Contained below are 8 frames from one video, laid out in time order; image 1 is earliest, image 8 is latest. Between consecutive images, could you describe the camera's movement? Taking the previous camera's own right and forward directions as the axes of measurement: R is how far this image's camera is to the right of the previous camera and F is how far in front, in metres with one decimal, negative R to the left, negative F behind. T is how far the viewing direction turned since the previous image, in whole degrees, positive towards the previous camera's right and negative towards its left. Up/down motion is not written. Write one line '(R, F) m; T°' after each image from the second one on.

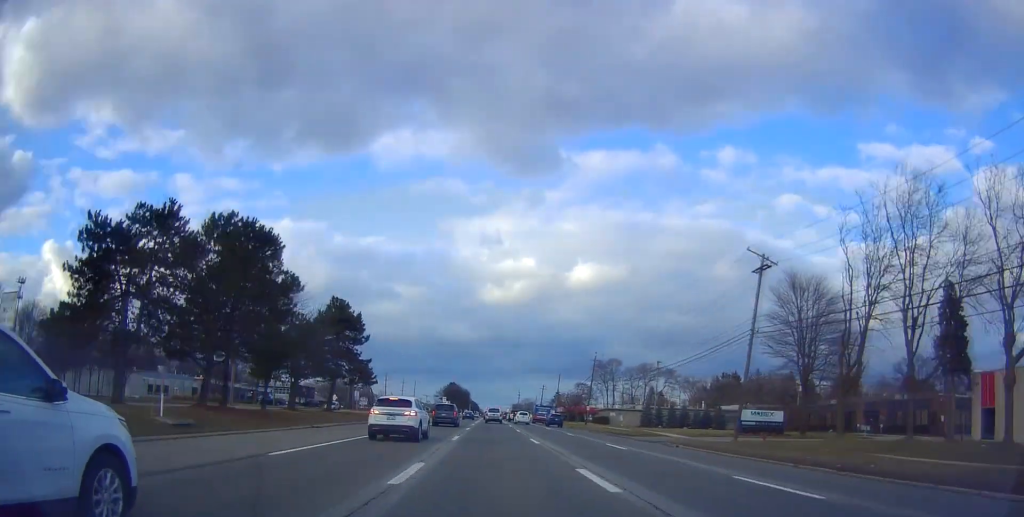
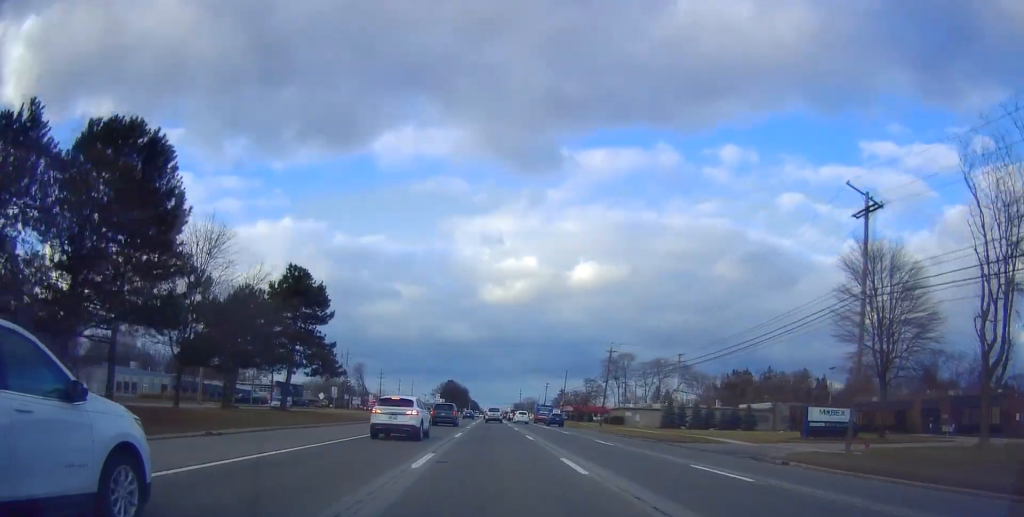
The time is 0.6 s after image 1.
(0.0, +12.8) m; -1°
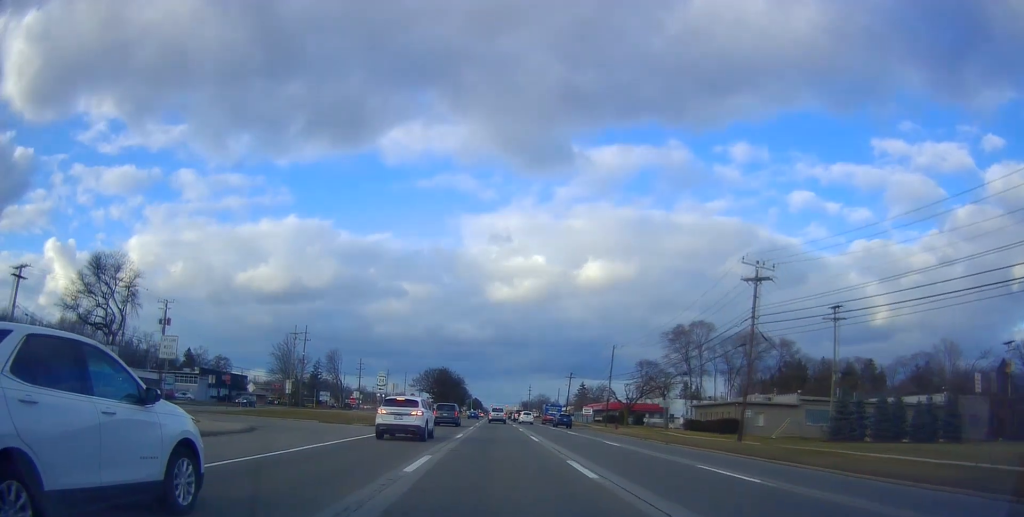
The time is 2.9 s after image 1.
(-0.3, +47.3) m; -2°
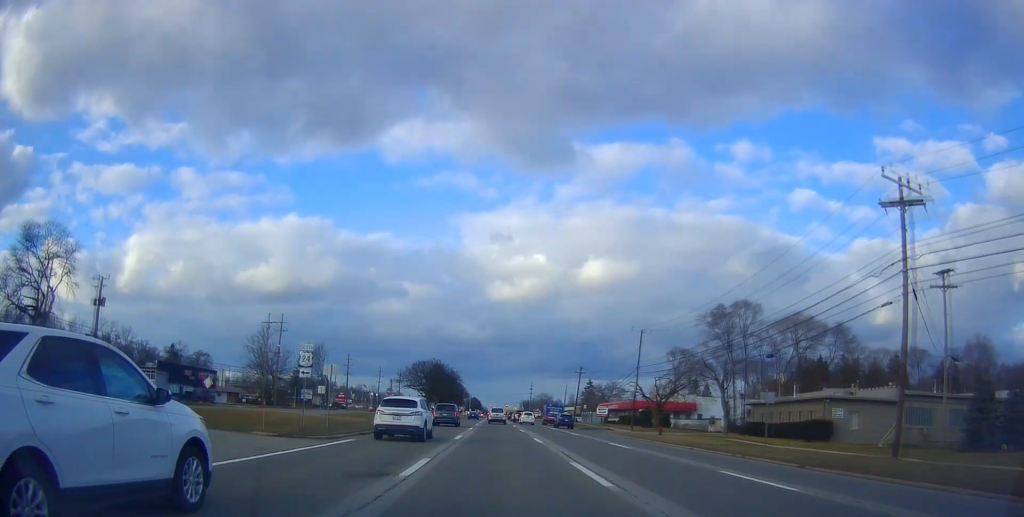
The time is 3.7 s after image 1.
(-0.5, +16.5) m; 0°
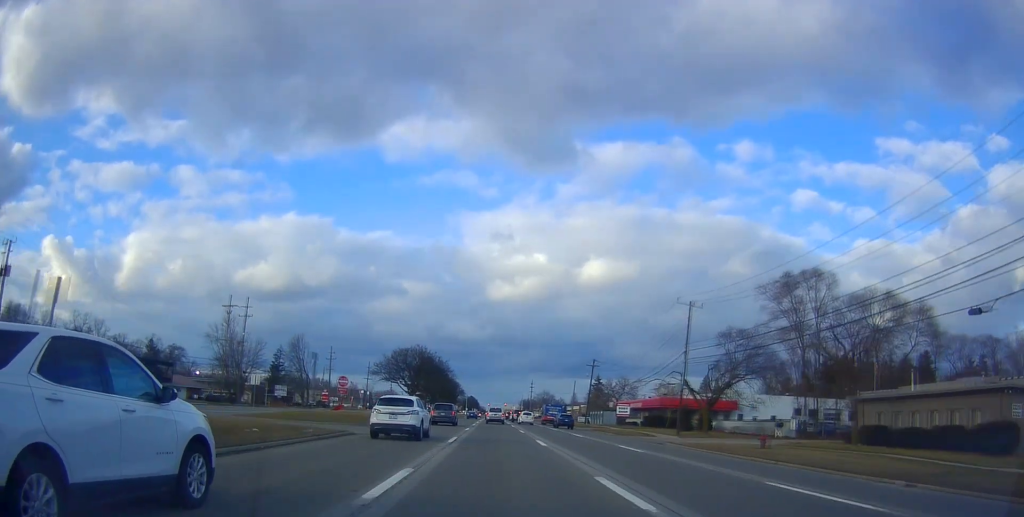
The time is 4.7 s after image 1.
(+0.3, +18.1) m; +2°
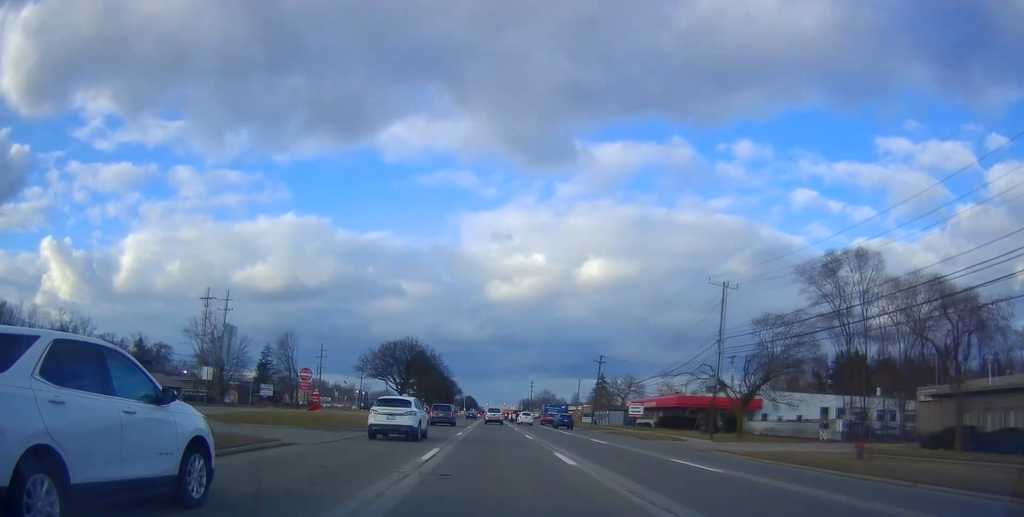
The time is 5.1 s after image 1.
(+0.1, +8.3) m; +1°
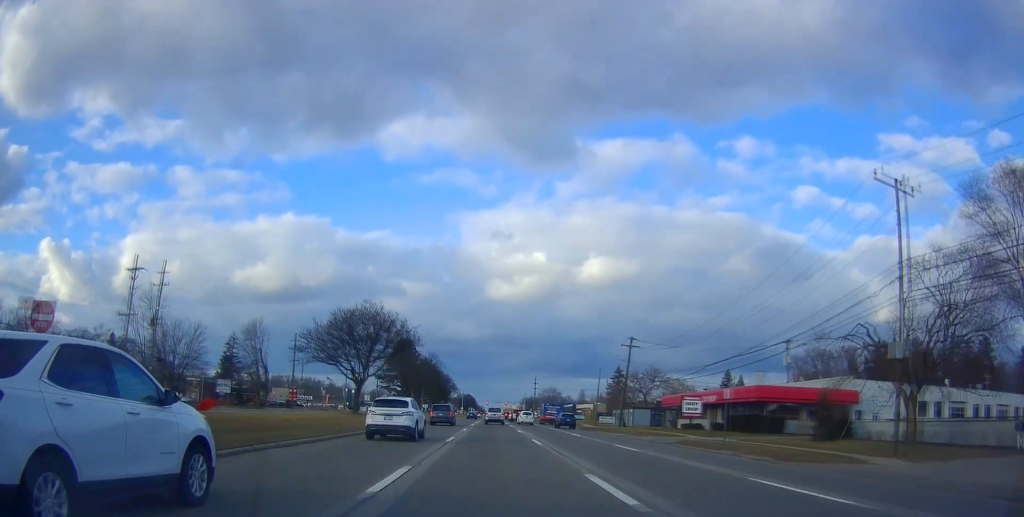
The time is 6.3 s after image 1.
(-0.3, +22.0) m; -2°
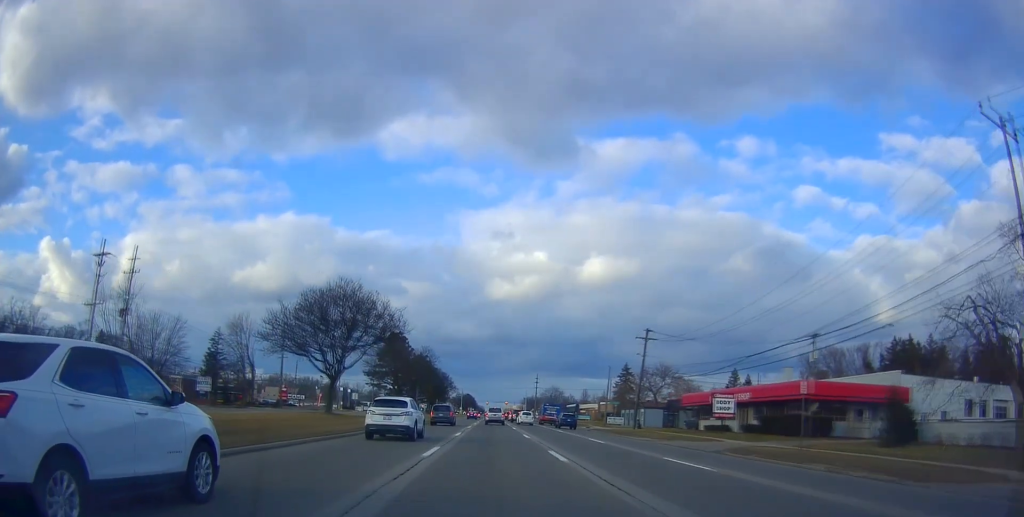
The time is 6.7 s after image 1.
(-0.4, +8.0) m; 0°
